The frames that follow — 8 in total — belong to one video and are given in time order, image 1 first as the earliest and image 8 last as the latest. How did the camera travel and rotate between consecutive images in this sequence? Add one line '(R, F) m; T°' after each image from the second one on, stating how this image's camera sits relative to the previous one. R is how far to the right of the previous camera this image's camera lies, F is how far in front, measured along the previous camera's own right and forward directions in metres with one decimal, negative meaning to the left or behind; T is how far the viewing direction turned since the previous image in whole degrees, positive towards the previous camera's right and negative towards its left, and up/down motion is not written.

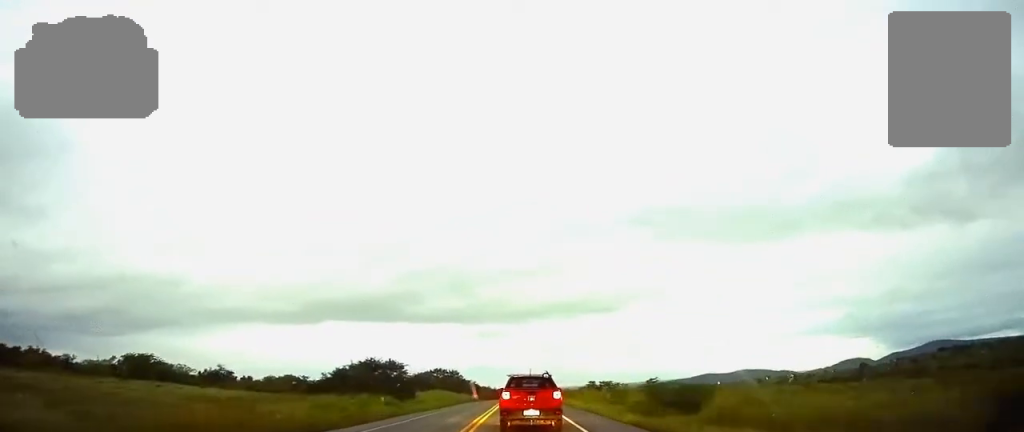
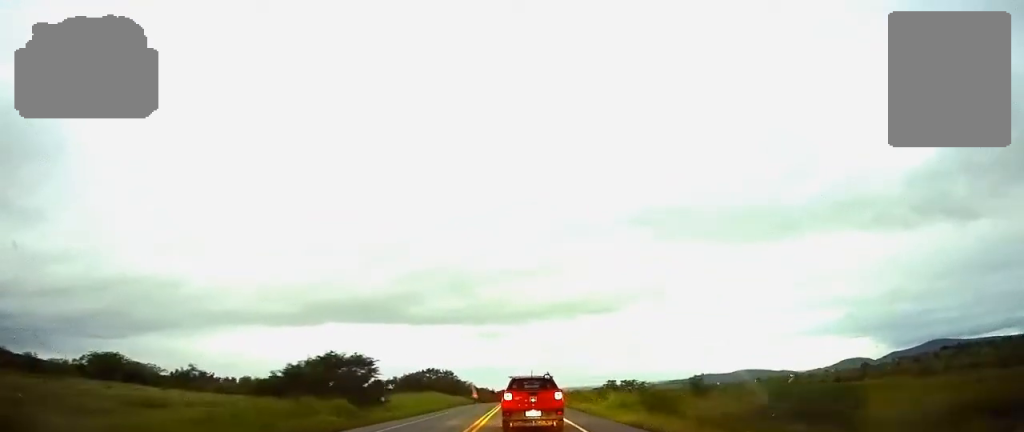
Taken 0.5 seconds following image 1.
(0.0, +12.2) m; 0°
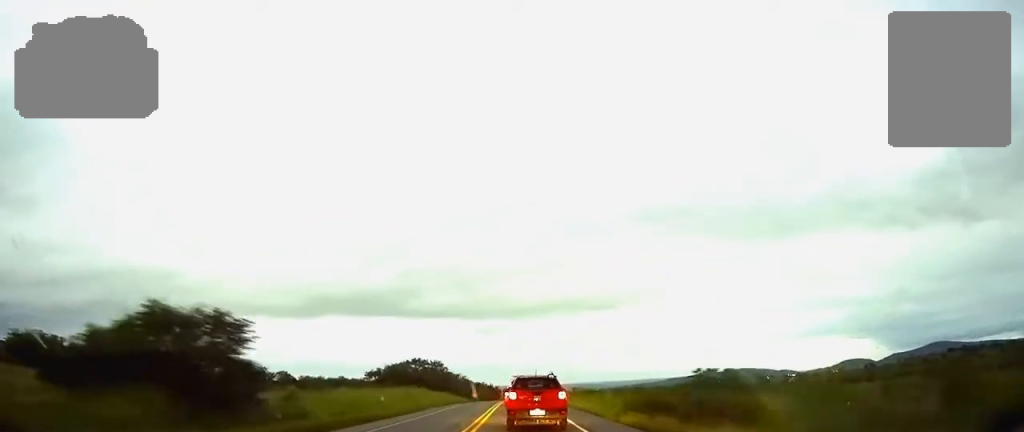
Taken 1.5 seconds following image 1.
(-0.1, +23.1) m; 0°
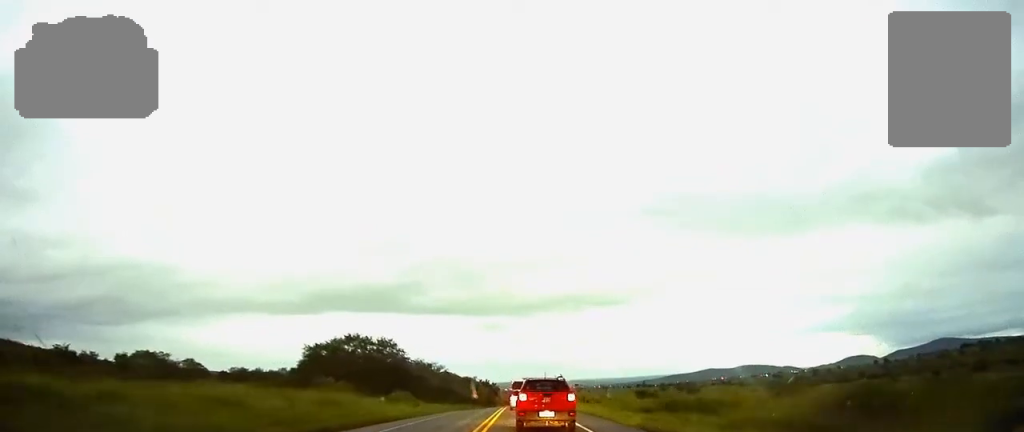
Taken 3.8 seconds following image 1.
(0.0, +53.7) m; 0°
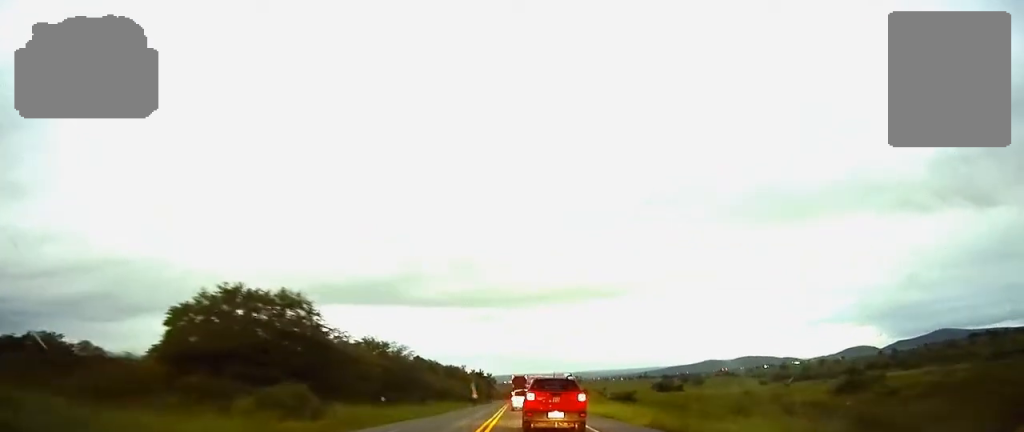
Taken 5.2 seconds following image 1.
(+0.1, +34.3) m; 0°
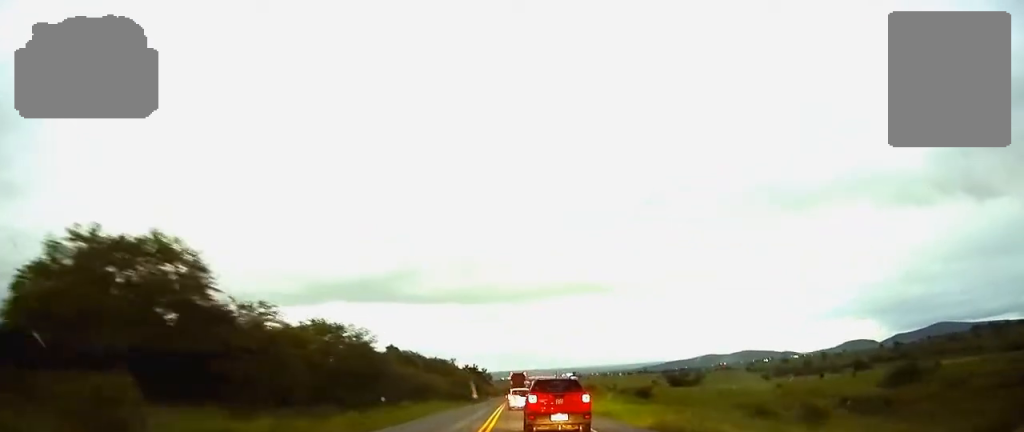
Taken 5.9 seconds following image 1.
(0.0, +17.2) m; 0°
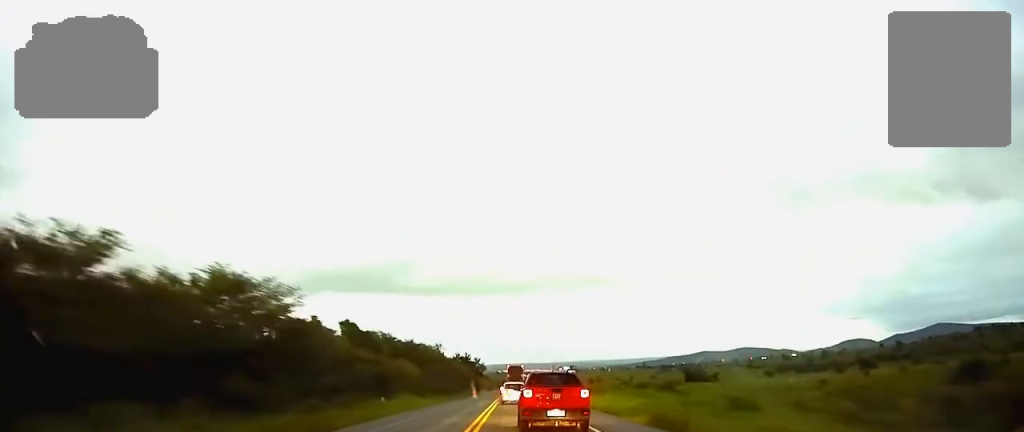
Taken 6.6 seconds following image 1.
(0.0, +18.0) m; 0°
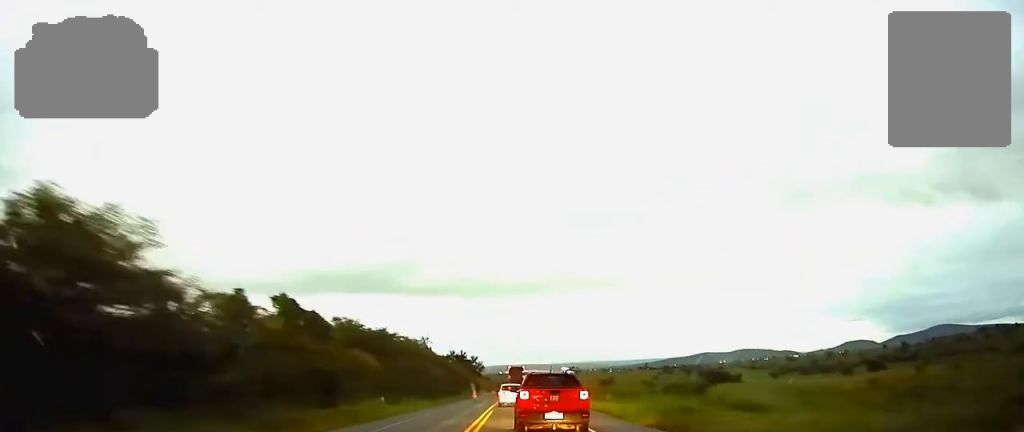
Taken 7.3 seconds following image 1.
(0.0, +15.4) m; 0°
